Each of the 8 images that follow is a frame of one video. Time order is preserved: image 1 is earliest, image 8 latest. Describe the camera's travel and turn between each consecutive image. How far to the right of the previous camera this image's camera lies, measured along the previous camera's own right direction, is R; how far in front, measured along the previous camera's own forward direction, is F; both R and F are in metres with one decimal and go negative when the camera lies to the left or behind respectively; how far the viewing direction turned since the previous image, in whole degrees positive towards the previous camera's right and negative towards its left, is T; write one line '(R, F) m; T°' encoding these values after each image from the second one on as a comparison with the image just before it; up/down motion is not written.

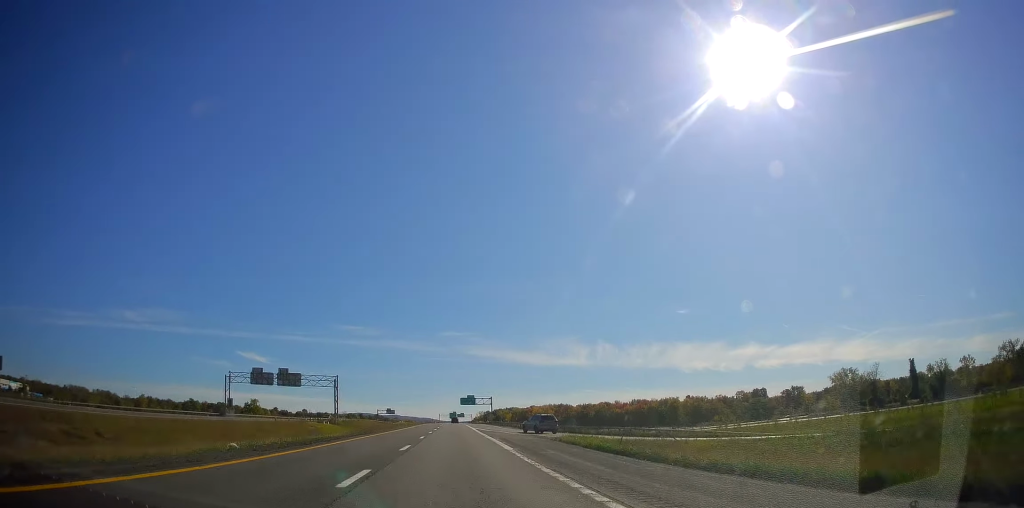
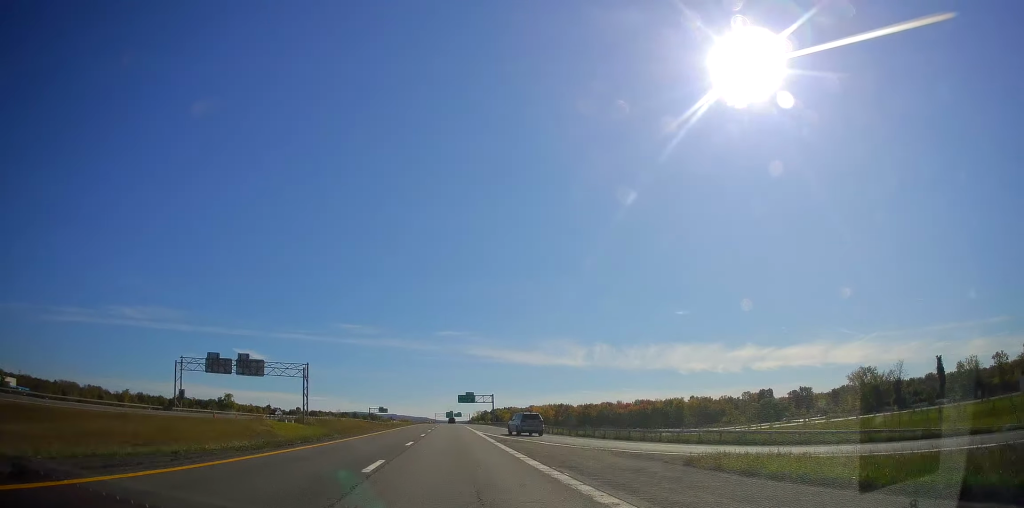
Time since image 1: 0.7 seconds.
(-0.2, +20.3) m; 0°
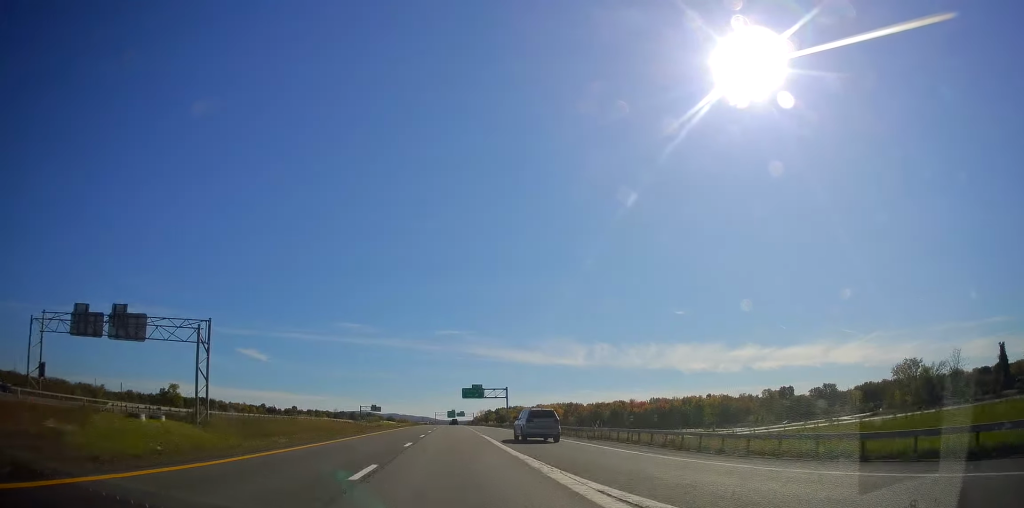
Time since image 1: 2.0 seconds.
(+0.1, +36.6) m; 0°
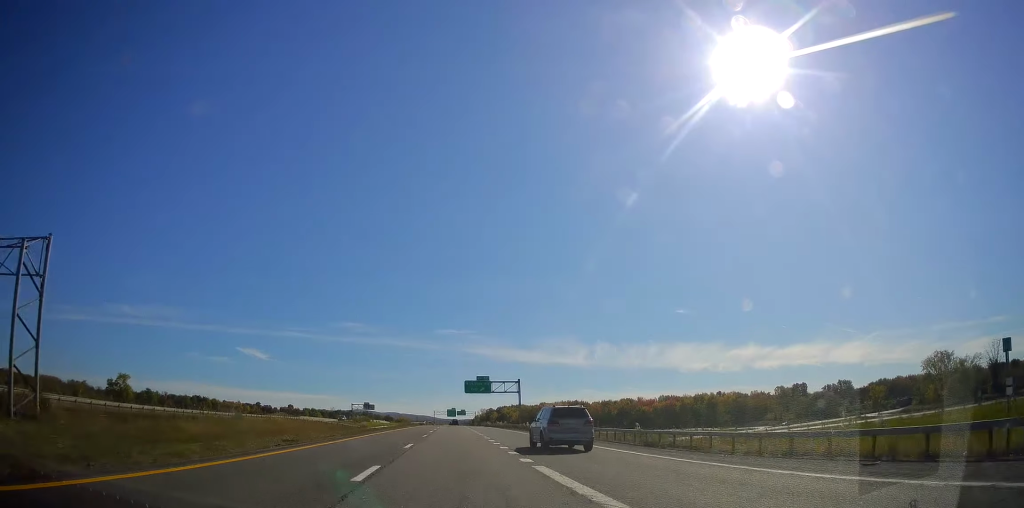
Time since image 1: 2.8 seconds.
(-0.2, +23.1) m; 0°
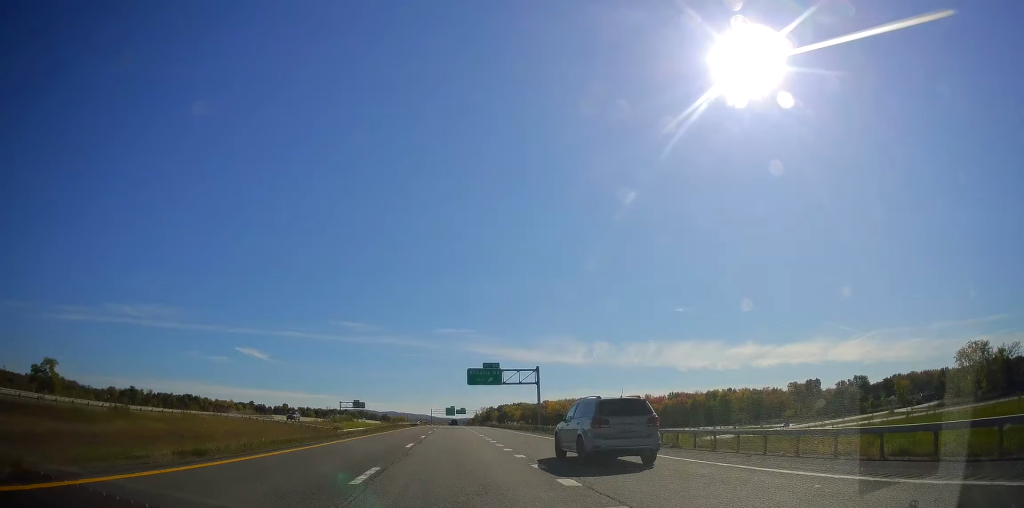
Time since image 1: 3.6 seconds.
(0.0, +24.1) m; 0°
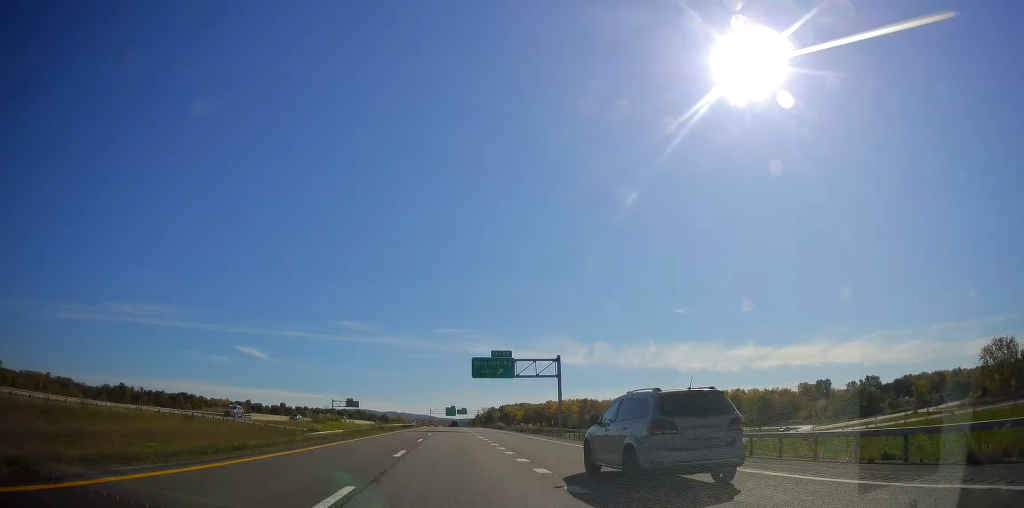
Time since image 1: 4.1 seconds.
(+0.2, +15.5) m; 0°
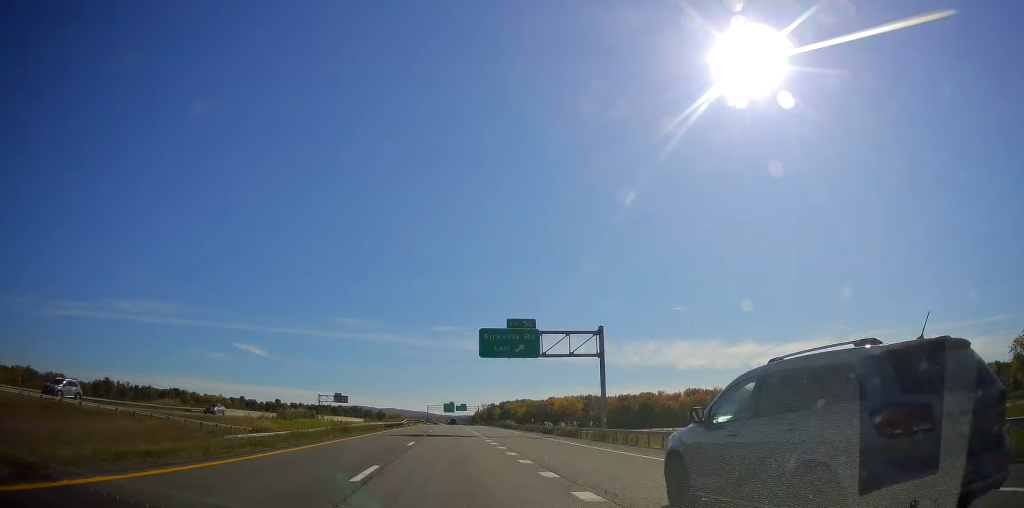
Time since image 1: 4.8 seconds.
(-0.2, +19.3) m; 0°
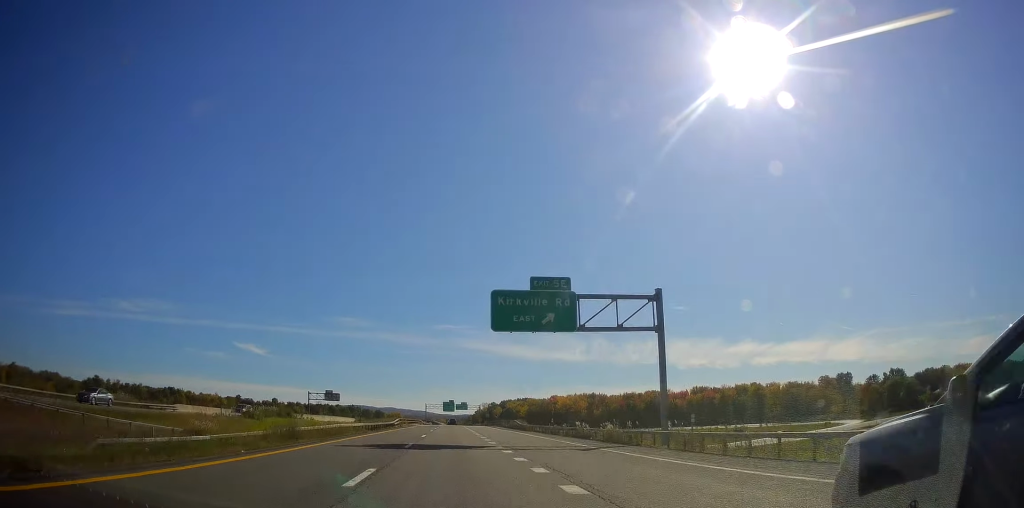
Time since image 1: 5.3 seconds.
(-0.1, +13.5) m; 0°
